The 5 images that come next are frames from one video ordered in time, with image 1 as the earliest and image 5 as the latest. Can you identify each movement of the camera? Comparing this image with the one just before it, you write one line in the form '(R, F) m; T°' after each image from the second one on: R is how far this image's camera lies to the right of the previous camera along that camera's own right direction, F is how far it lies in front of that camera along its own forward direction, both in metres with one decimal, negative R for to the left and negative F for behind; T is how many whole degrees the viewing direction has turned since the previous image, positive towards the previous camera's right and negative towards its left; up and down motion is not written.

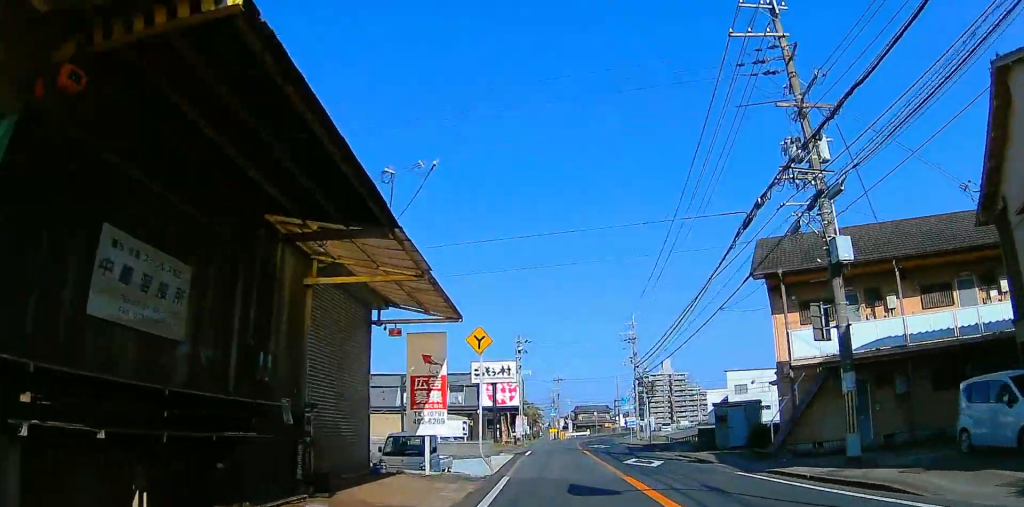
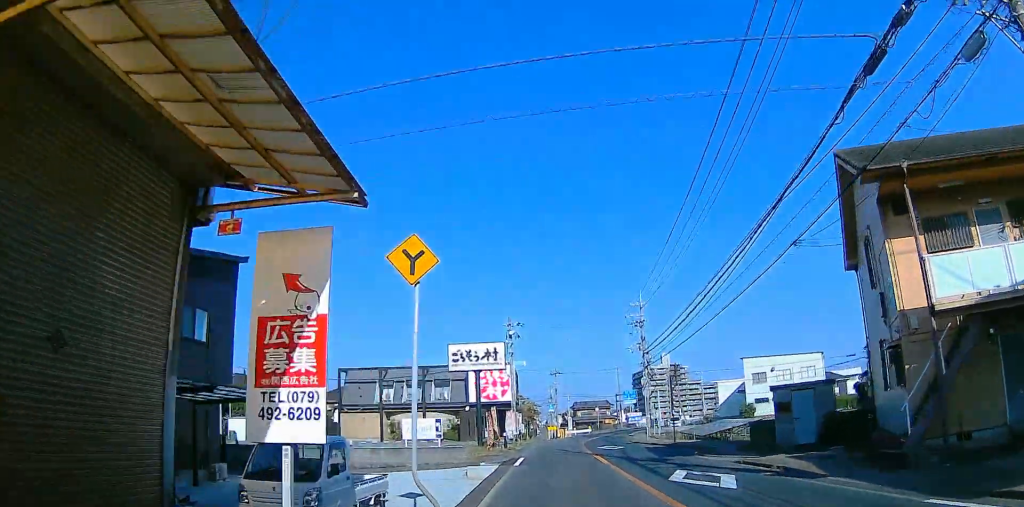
(+0.4, +8.4) m; +1°
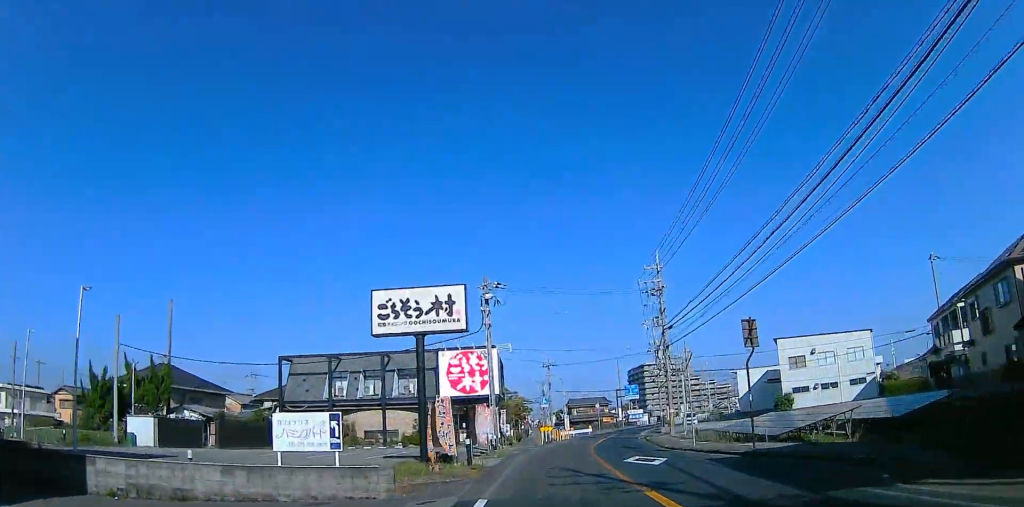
(-0.2, +13.7) m; -1°
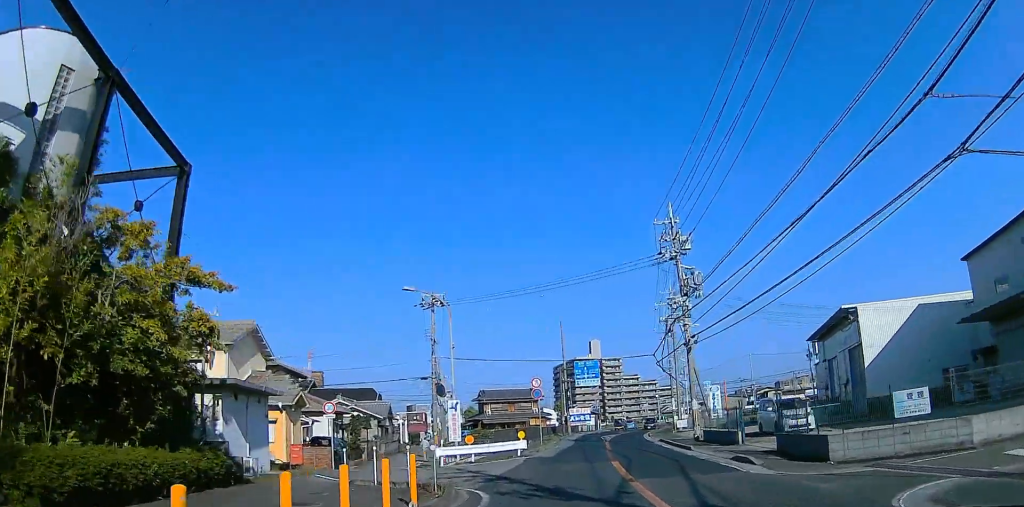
(+2.1, +47.8) m; +7°
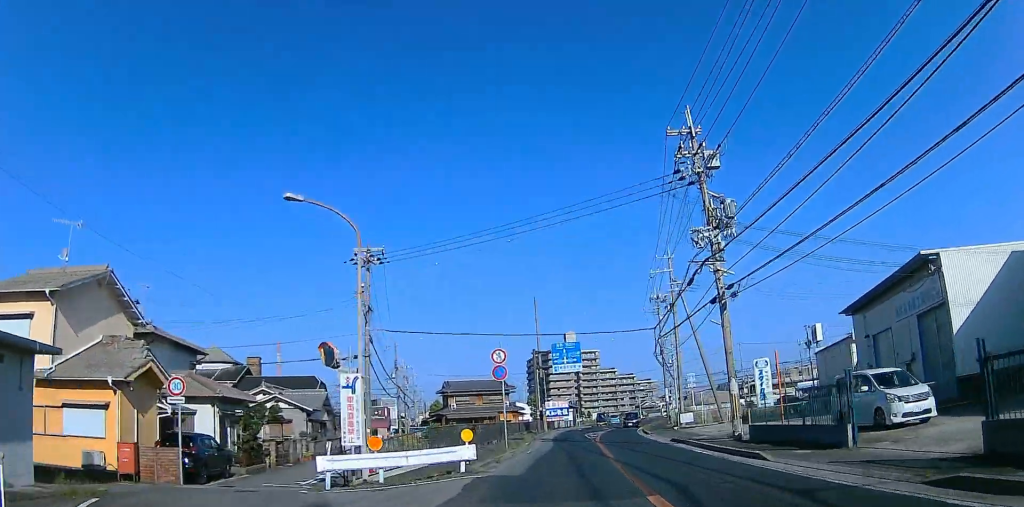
(+0.5, +10.5) m; 0°
